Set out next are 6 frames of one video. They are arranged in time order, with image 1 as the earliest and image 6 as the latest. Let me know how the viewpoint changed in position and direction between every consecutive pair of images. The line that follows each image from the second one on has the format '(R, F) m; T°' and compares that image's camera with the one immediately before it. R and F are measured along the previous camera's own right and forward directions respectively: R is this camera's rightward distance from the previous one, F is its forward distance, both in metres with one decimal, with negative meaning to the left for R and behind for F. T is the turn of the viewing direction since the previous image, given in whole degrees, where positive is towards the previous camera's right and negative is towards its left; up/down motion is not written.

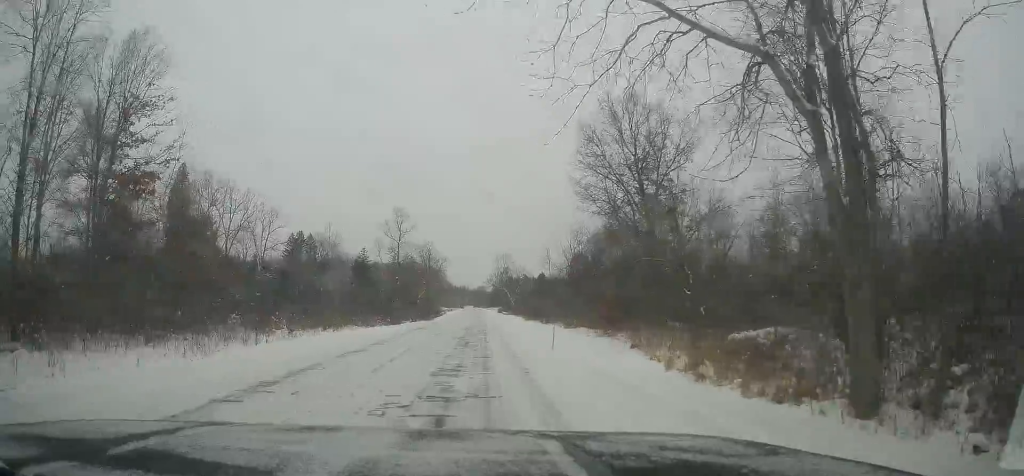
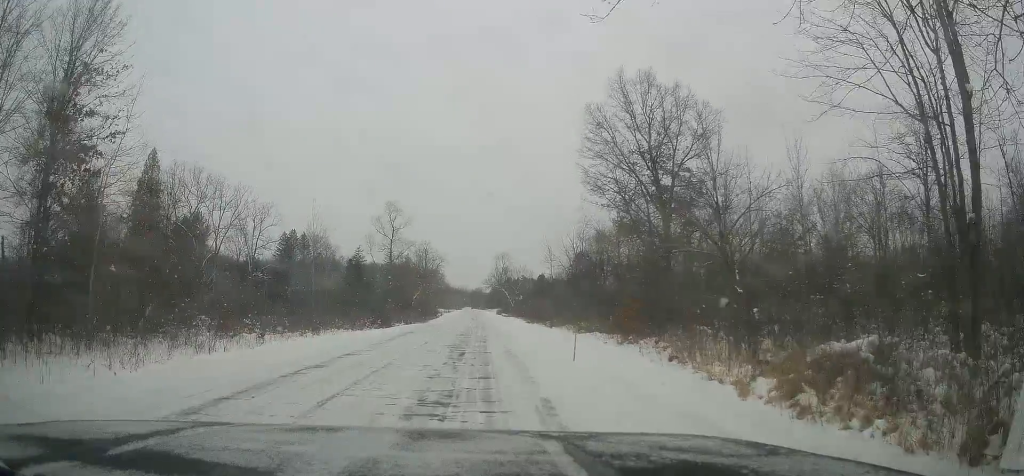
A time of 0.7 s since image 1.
(0.0, +5.0) m; +2°
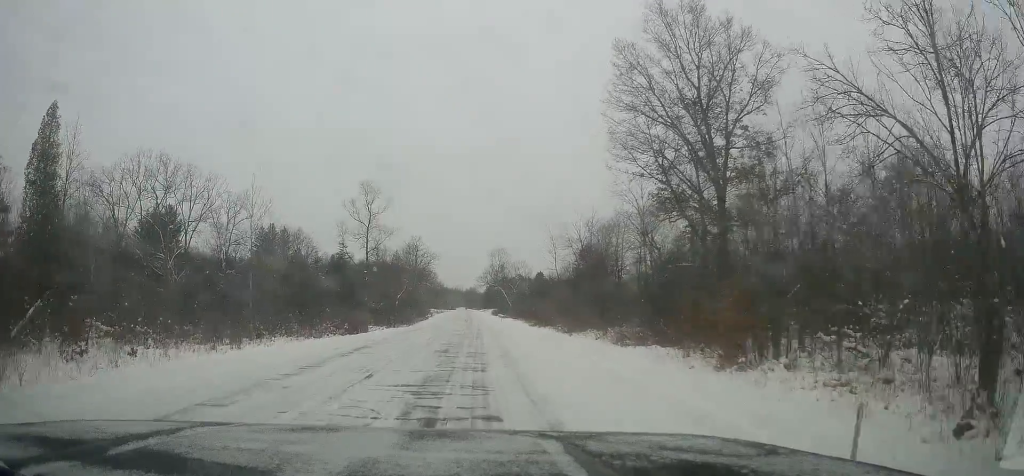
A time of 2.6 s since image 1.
(+0.6, +12.5) m; +1°
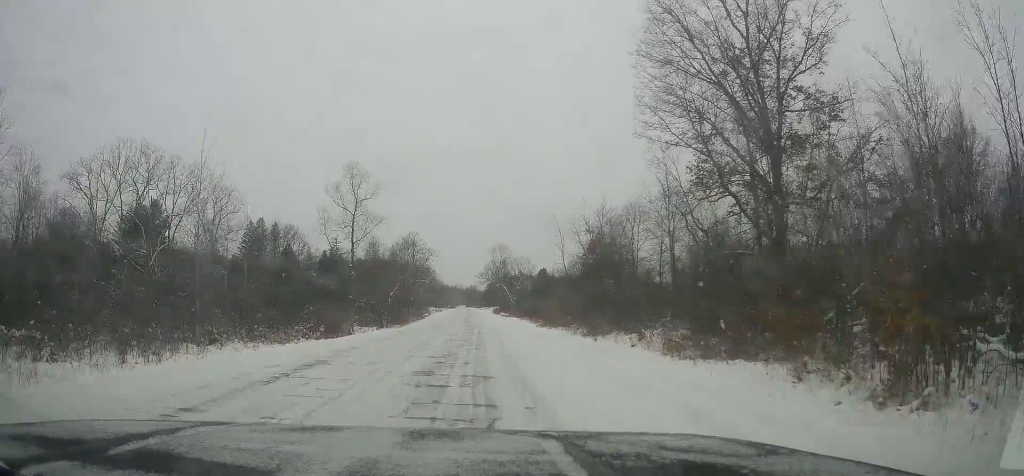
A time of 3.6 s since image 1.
(-0.4, +7.2) m; -2°
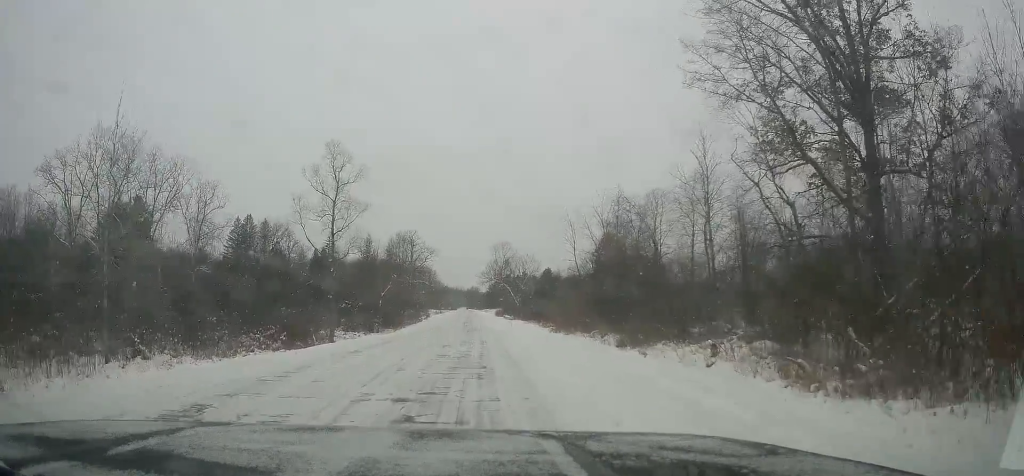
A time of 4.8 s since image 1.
(+0.3, +8.0) m; +1°
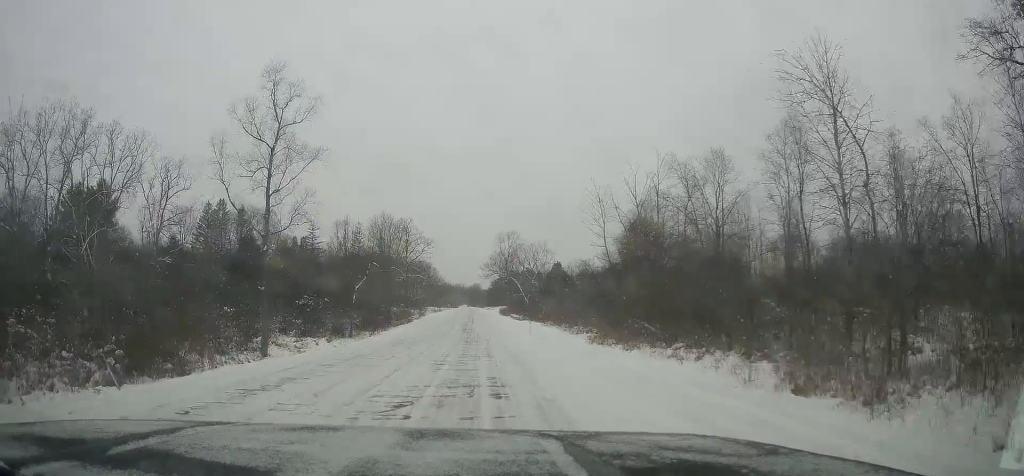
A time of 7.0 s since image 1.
(-1.1, +14.8) m; -4°
